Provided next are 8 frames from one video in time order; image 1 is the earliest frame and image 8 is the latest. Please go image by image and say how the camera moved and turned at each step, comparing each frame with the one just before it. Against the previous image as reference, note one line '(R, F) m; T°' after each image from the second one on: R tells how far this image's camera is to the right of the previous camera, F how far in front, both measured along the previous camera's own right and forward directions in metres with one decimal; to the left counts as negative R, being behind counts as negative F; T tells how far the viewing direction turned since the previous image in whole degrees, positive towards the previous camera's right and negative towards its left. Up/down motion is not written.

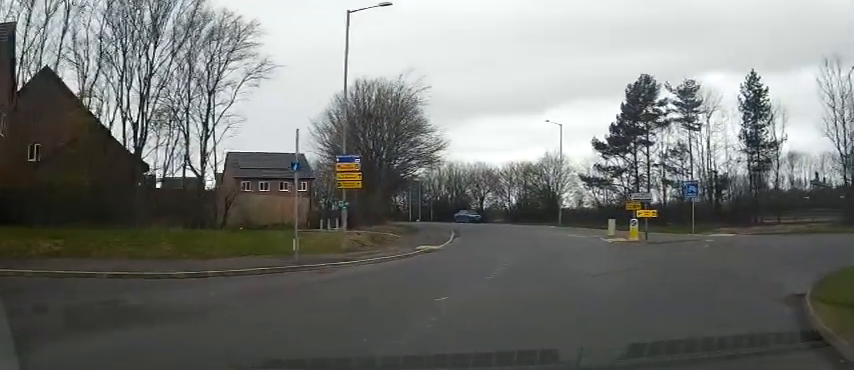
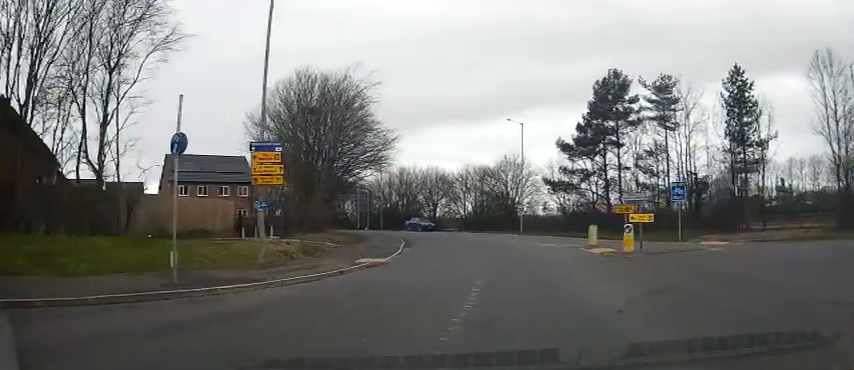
(+0.6, +4.6) m; +6°
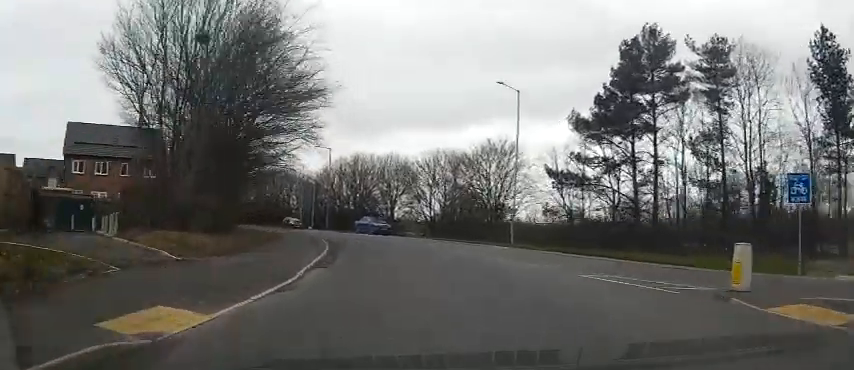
(+1.1, +14.2) m; +5°
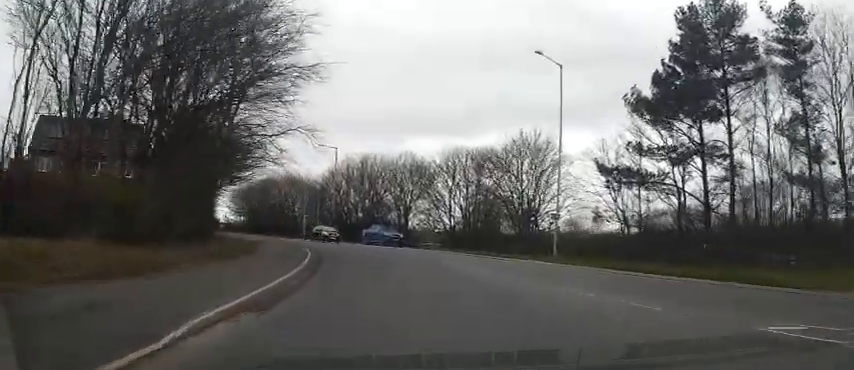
(+0.2, +7.7) m; -2°
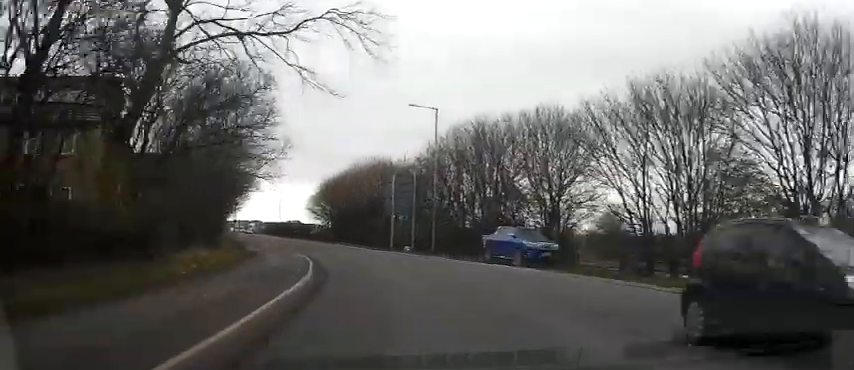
(-2.1, +19.2) m; -13°
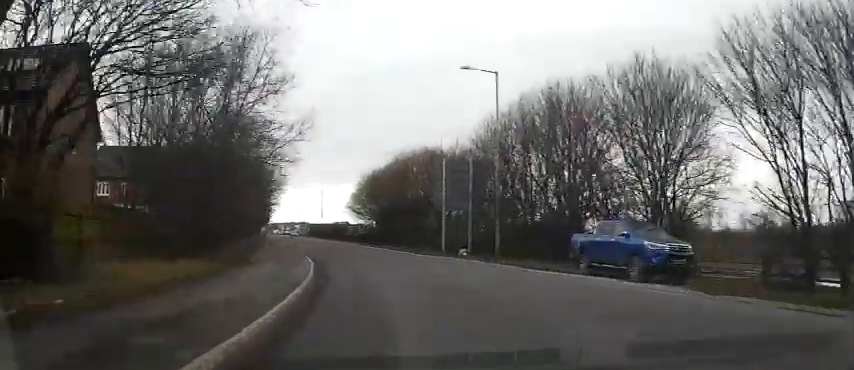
(-0.4, +7.9) m; -7°
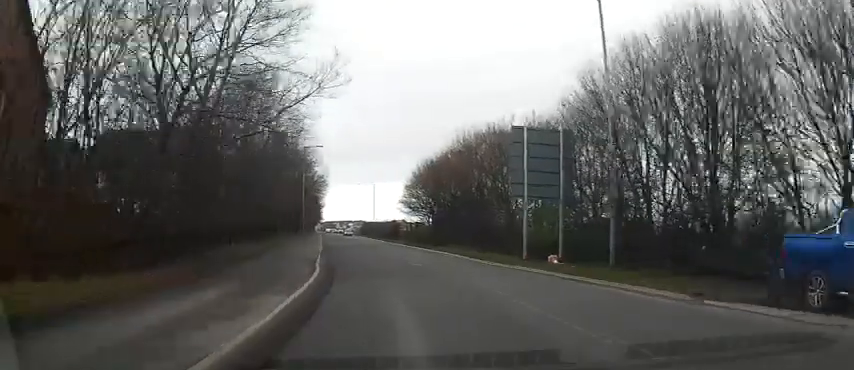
(-0.7, +8.5) m; -6°
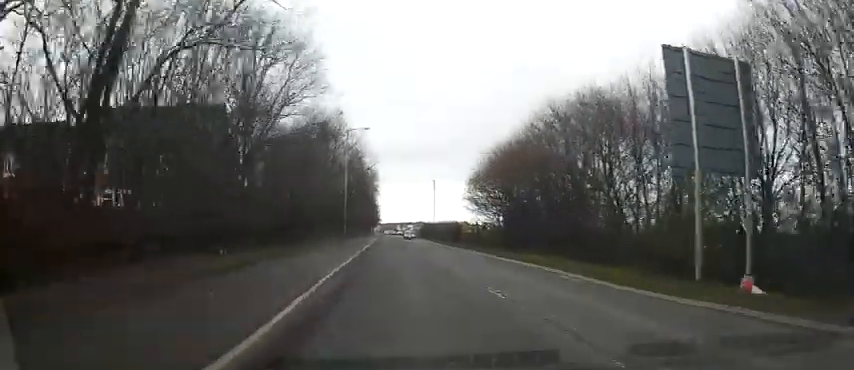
(-0.6, +9.8) m; -5°
